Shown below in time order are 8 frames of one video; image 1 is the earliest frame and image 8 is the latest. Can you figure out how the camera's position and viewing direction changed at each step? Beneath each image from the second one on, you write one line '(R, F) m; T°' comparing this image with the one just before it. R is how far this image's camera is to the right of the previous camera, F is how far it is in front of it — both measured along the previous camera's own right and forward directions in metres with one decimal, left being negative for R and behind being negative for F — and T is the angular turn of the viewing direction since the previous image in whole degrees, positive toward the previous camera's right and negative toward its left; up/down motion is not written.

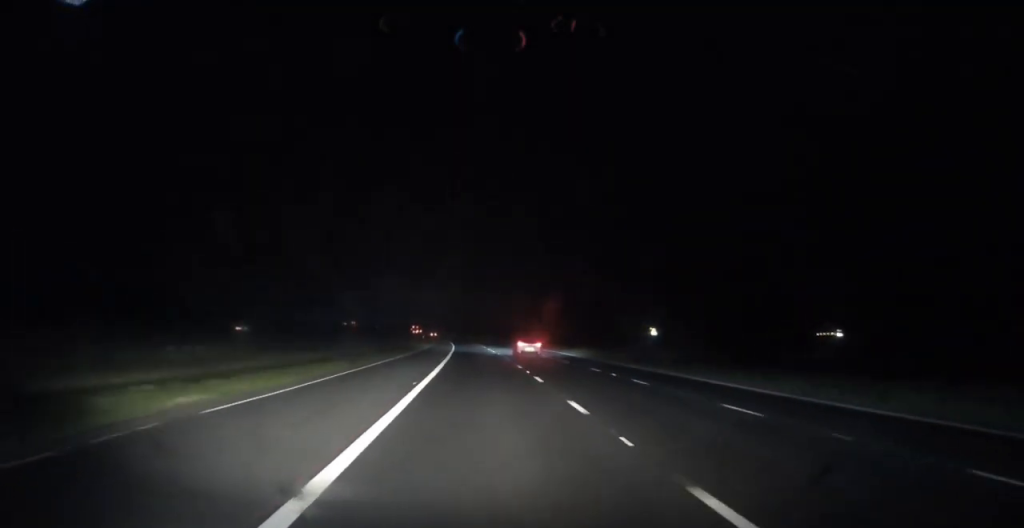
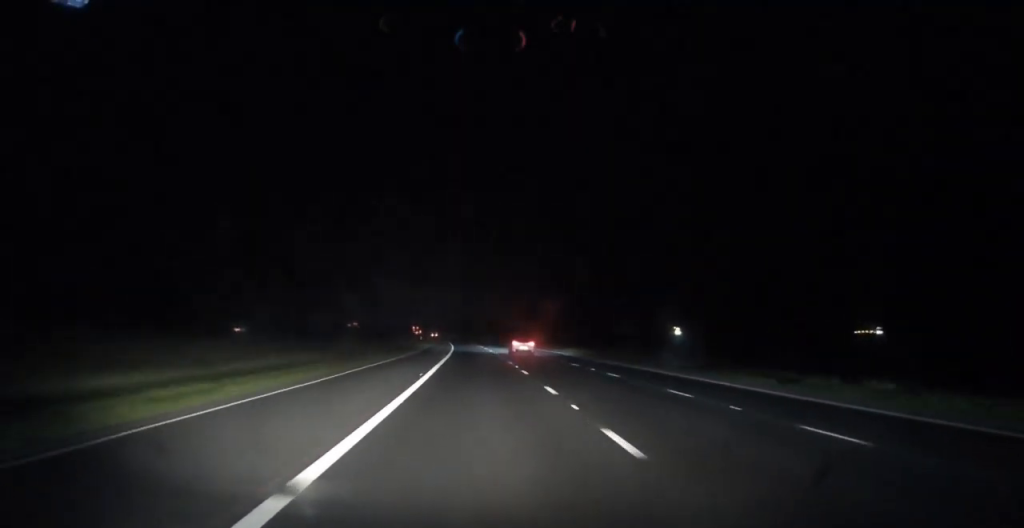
(-0.1, +14.0) m; -1°
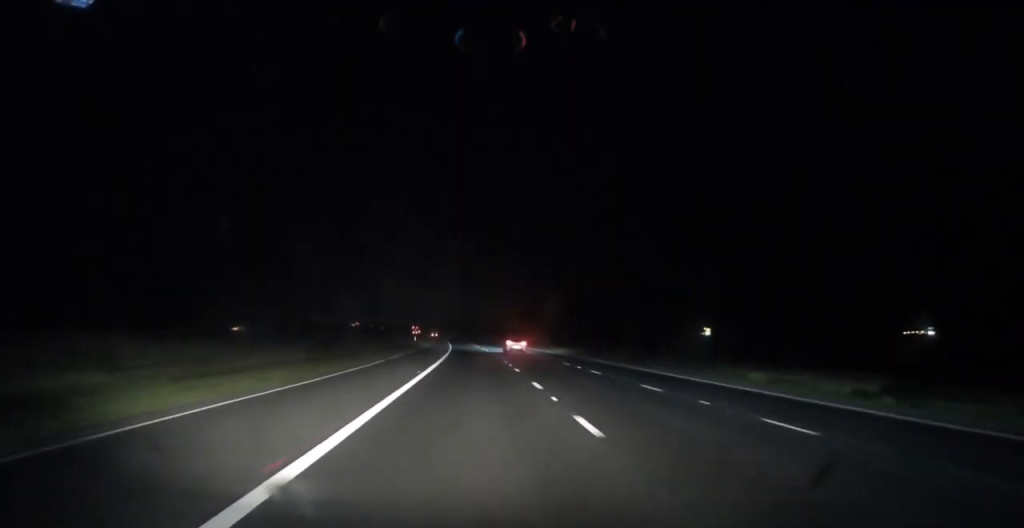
(-0.1, +16.6) m; -1°
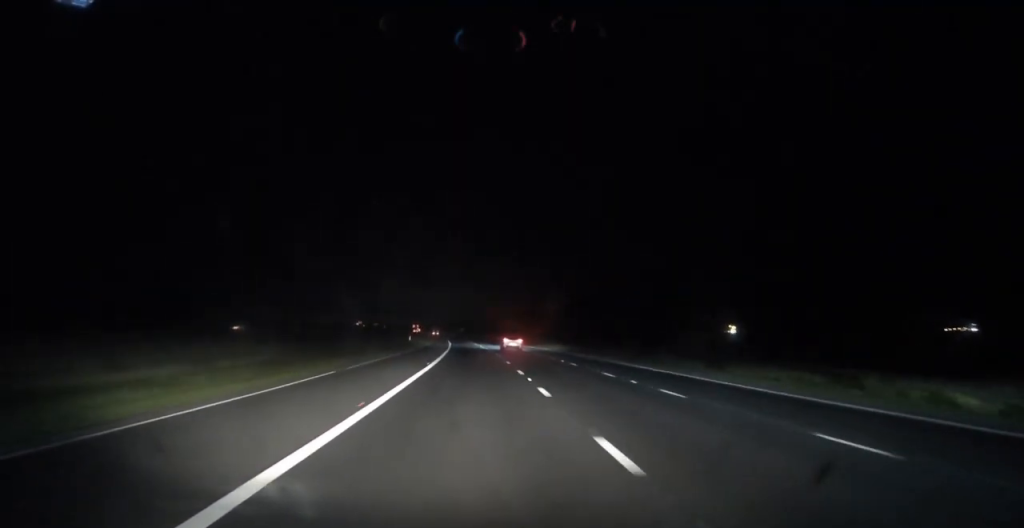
(-0.1, +12.2) m; -1°
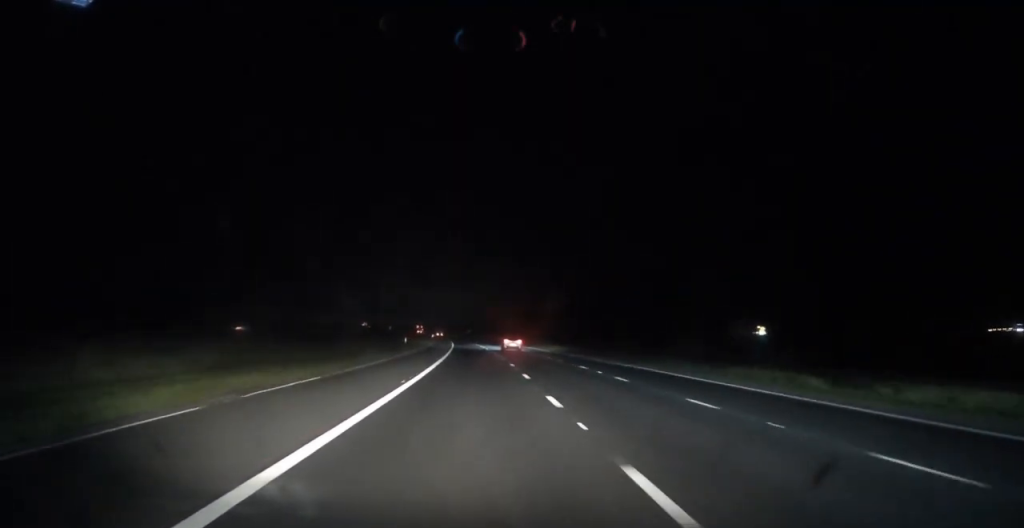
(-0.1, +11.3) m; 0°
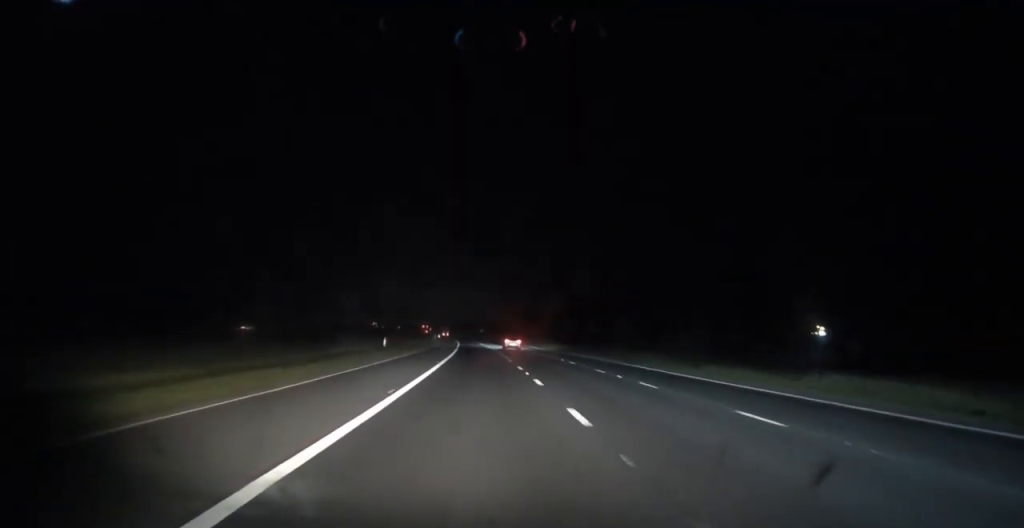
(-0.1, +21.6) m; -1°
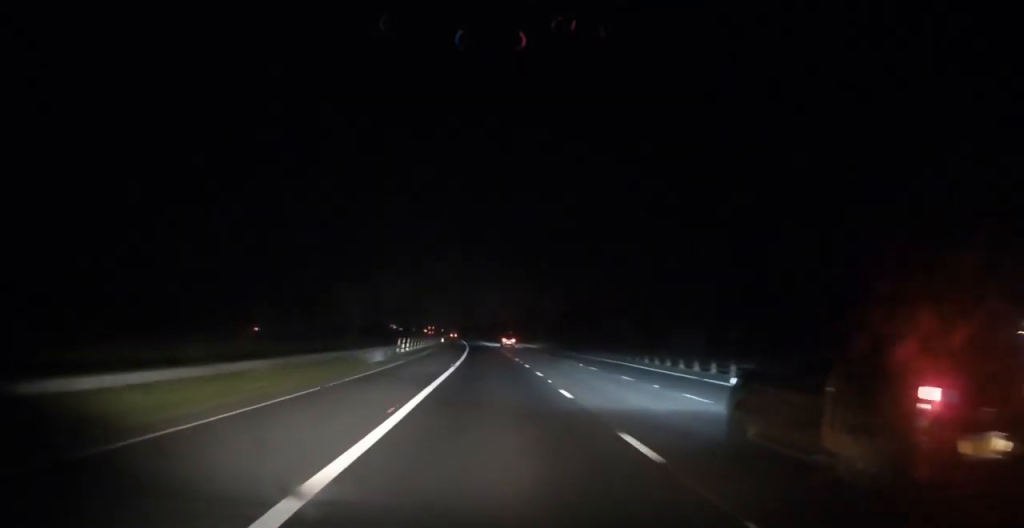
(-1.3, +58.3) m; -2°
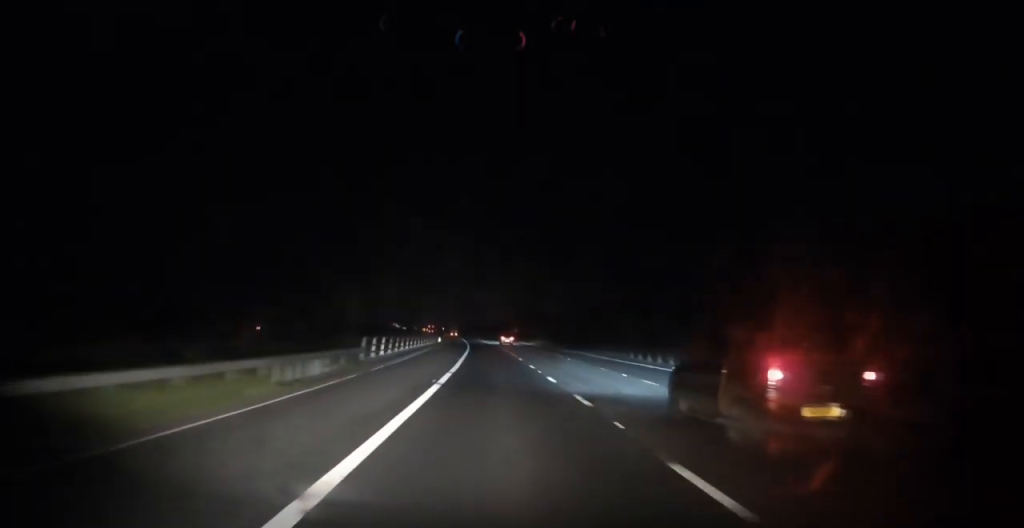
(0.0, +12.0) m; 0°
